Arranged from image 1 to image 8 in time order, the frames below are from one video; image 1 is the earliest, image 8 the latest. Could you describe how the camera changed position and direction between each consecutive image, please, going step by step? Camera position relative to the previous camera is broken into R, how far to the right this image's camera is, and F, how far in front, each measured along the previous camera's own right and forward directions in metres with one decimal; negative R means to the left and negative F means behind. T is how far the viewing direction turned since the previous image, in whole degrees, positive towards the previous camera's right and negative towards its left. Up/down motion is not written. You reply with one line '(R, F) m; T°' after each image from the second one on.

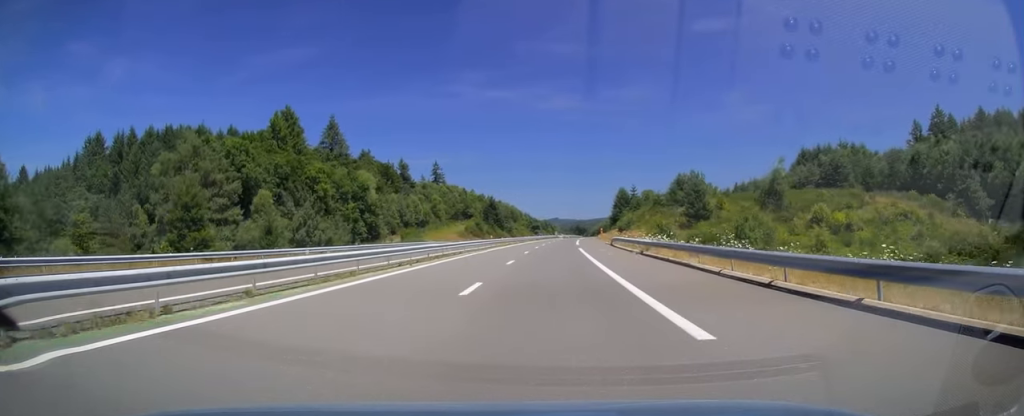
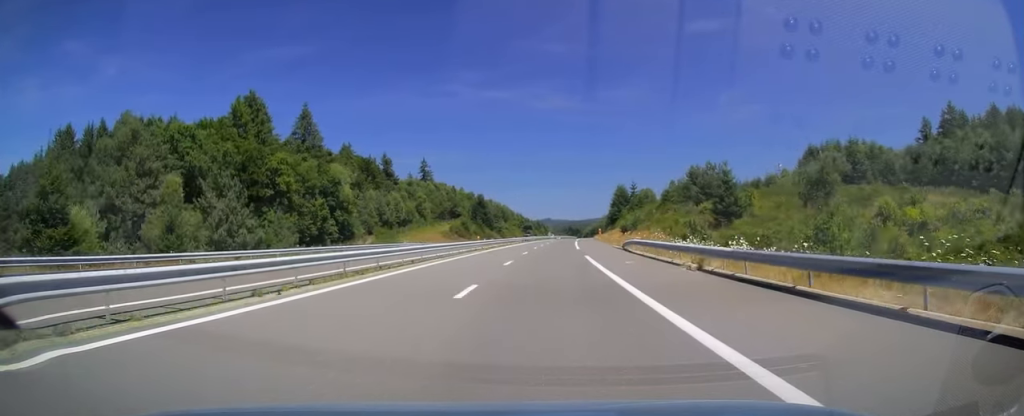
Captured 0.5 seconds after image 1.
(0.0, +13.4) m; +1°
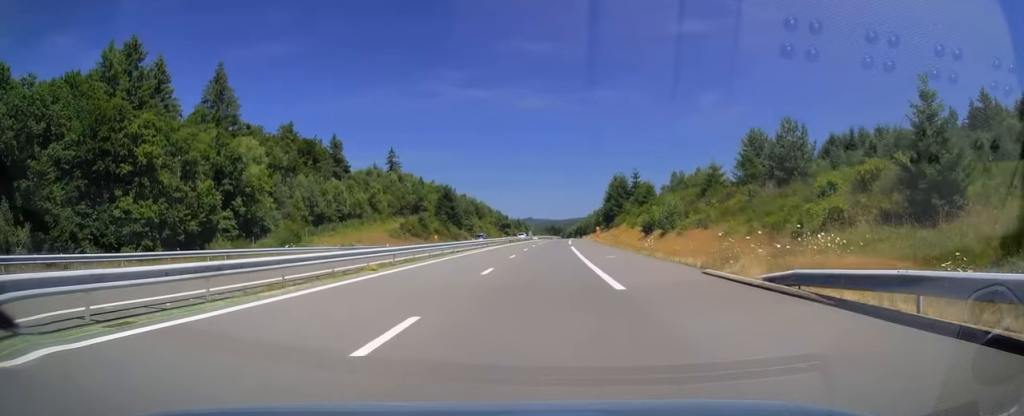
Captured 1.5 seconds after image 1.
(+0.5, +32.4) m; +1°
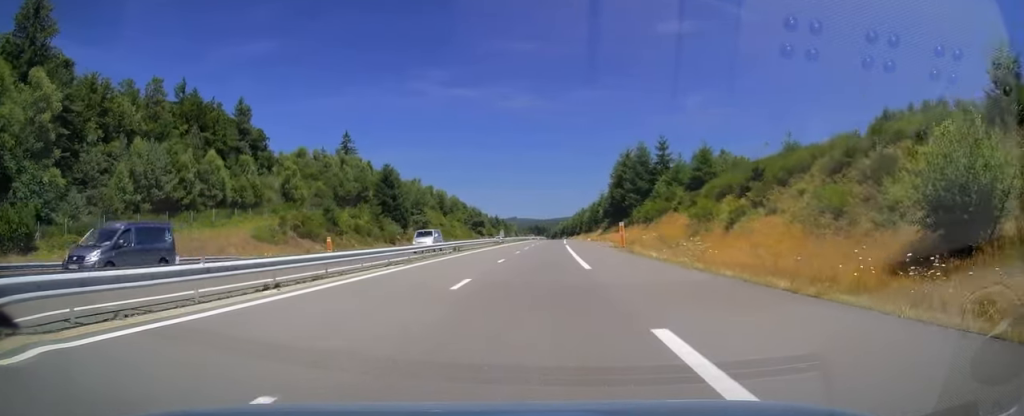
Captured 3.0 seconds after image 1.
(+0.7, +44.4) m; +2°
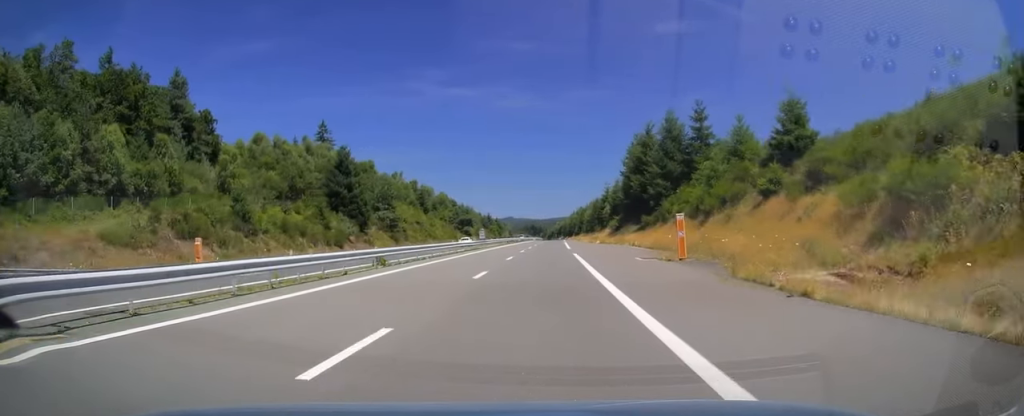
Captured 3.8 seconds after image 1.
(+0.1, +22.3) m; 0°
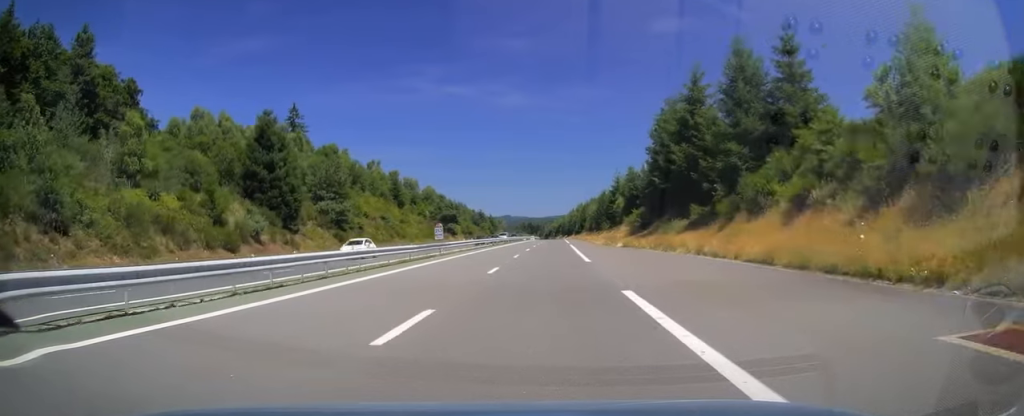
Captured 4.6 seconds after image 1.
(0.0, +24.1) m; 0°
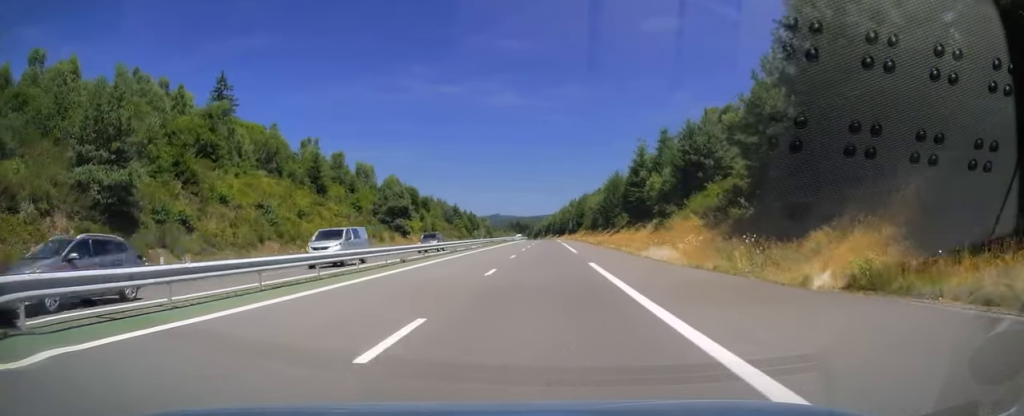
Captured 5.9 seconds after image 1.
(+0.5, +40.0) m; +1°
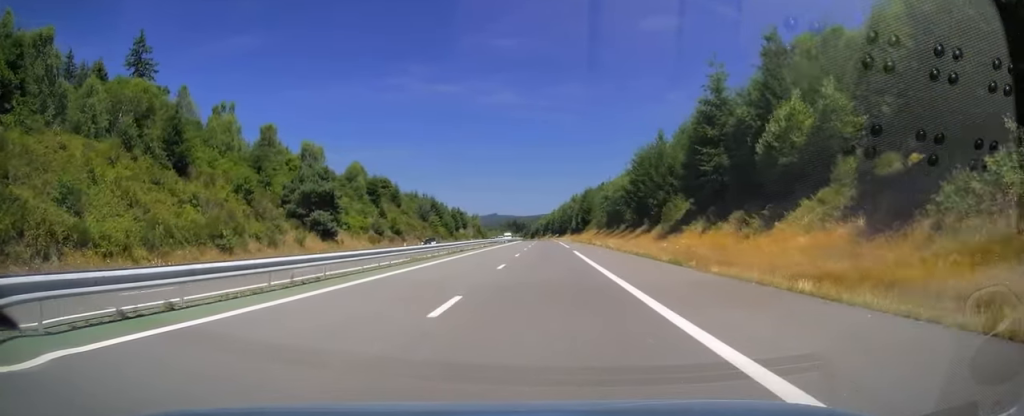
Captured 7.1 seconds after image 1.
(-0.1, +35.6) m; 0°
